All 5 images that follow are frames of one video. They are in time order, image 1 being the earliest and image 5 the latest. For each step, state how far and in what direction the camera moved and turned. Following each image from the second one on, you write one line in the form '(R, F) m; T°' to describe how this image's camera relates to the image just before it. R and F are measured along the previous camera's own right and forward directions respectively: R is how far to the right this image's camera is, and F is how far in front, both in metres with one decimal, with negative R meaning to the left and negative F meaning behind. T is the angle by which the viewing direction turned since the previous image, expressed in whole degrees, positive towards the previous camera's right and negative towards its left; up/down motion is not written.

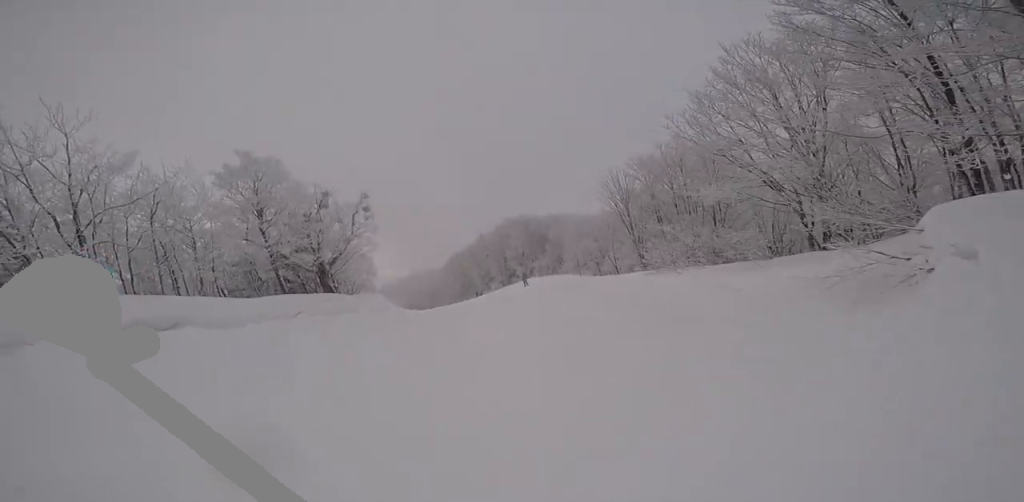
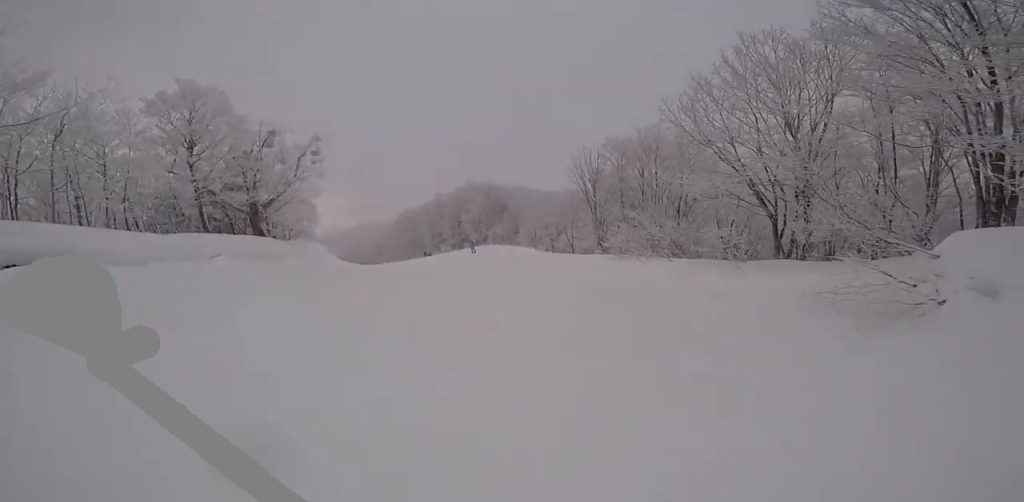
(+0.1, +1.1) m; +6°
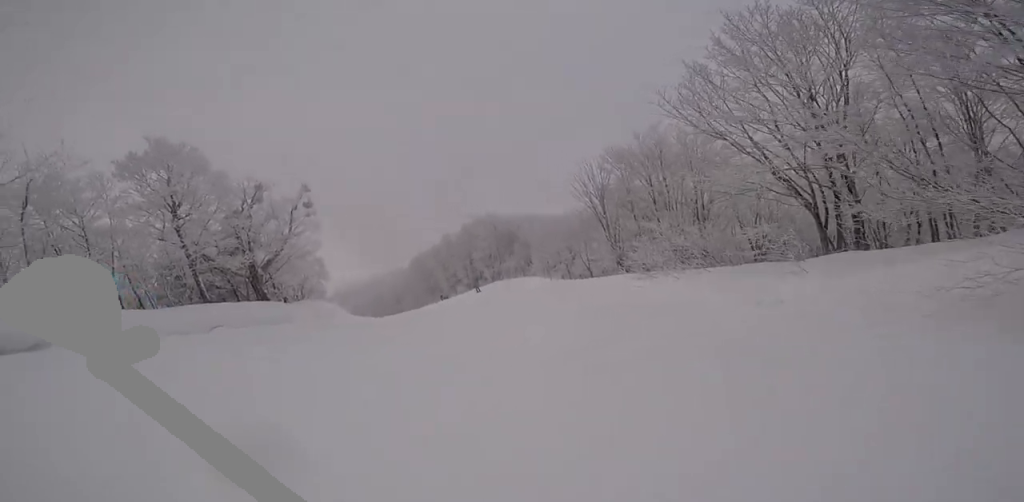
(+0.1, +1.5) m; -1°
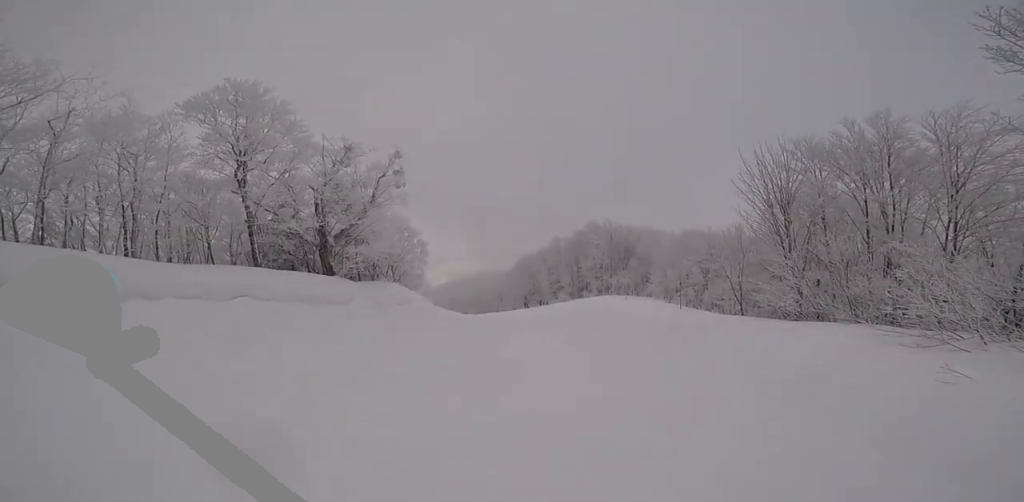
(-1.2, +5.8) m; -13°
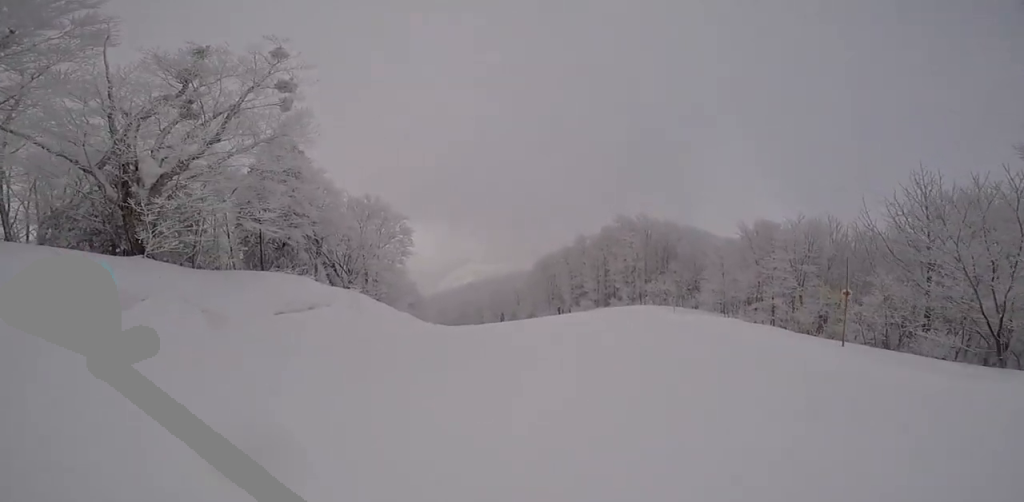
(+2.5, +11.7) m; +3°
